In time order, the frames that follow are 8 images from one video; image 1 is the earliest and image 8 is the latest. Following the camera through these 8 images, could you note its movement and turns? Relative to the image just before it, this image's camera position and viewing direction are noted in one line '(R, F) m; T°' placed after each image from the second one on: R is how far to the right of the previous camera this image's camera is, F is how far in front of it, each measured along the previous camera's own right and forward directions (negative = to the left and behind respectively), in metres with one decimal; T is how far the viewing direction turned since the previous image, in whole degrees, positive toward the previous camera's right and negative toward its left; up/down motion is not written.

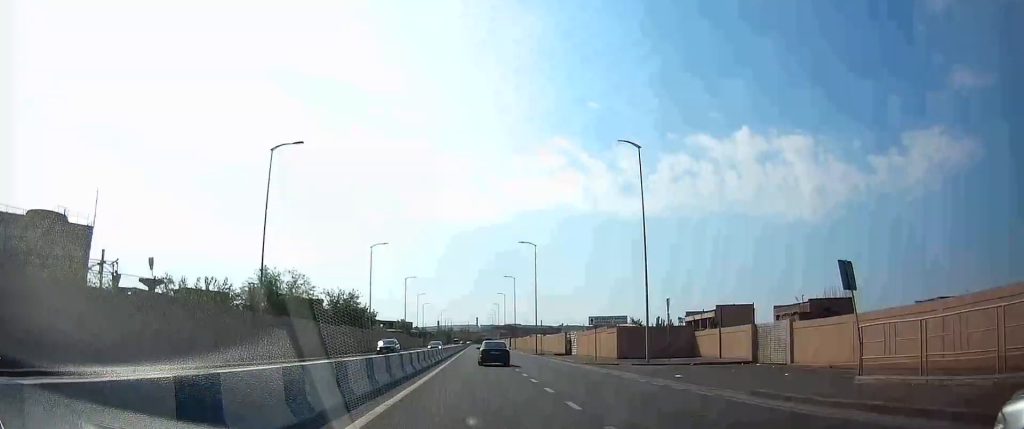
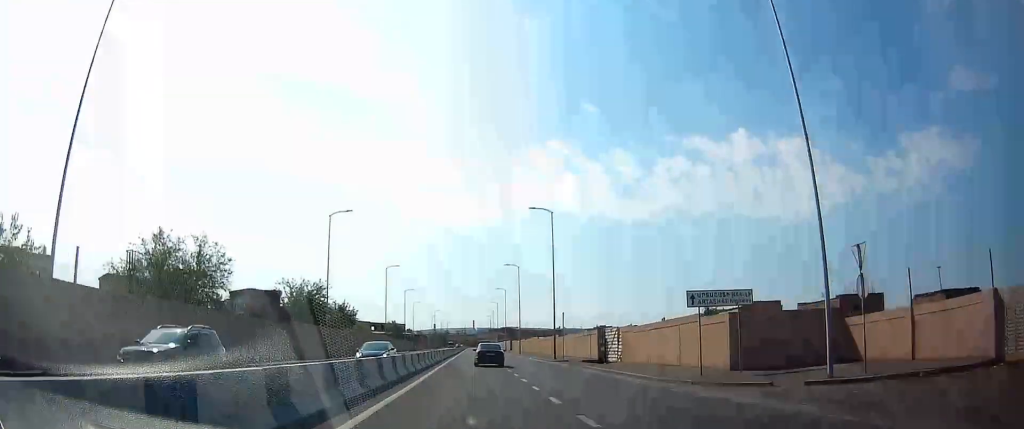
(+0.1, +16.4) m; 0°
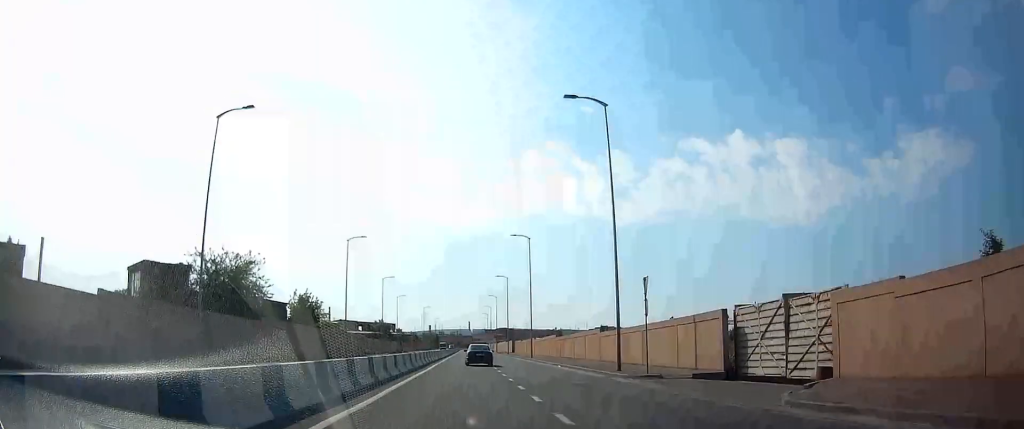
(-0.1, +20.8) m; -1°
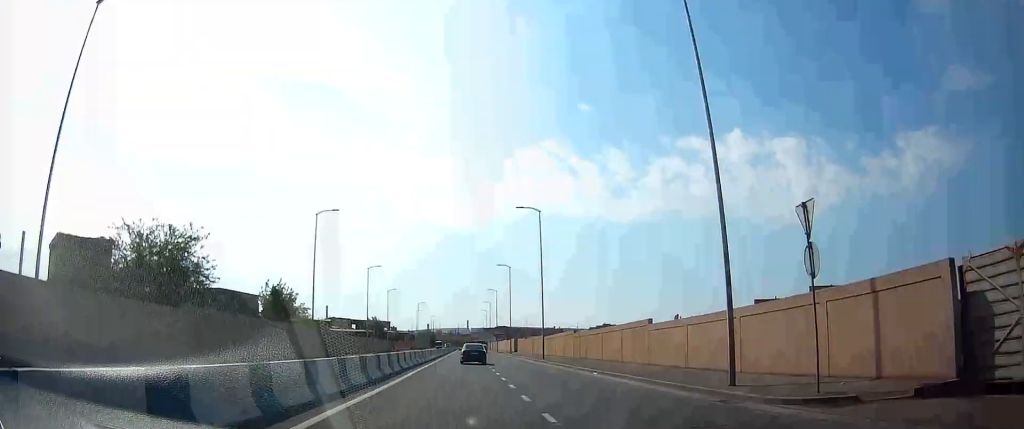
(-0.1, +11.9) m; 0°
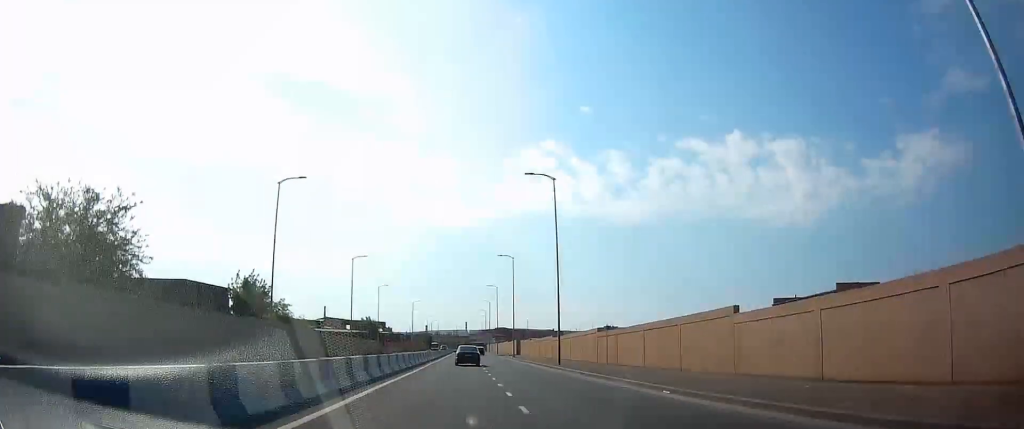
(-0.1, +10.5) m; +1°
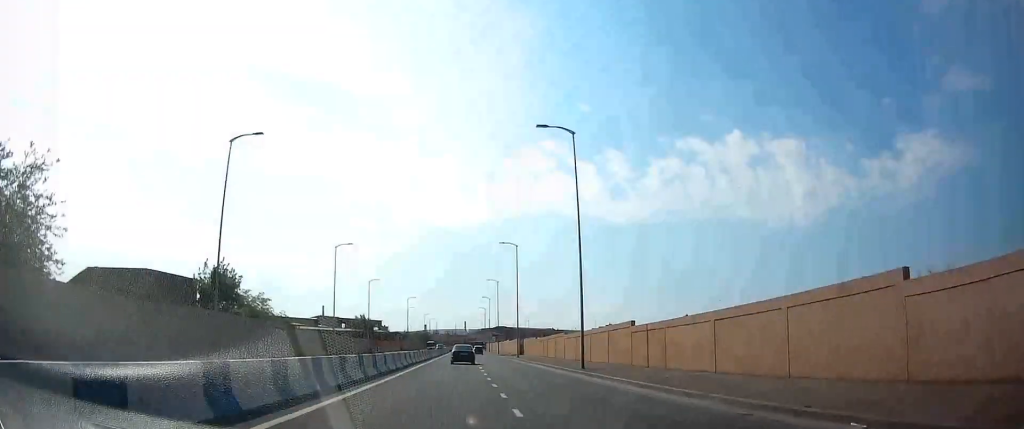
(+0.1, +9.2) m; +1°
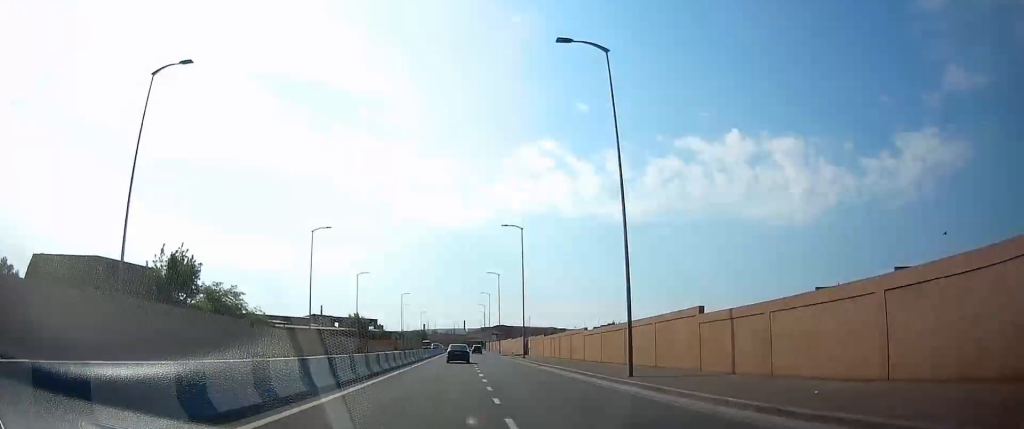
(+0.1, +9.8) m; +1°
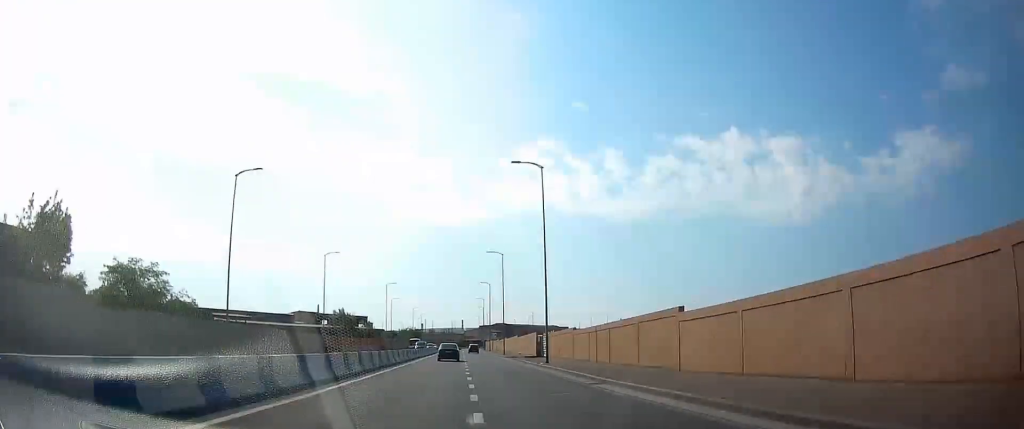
(+0.3, +20.4) m; 0°
